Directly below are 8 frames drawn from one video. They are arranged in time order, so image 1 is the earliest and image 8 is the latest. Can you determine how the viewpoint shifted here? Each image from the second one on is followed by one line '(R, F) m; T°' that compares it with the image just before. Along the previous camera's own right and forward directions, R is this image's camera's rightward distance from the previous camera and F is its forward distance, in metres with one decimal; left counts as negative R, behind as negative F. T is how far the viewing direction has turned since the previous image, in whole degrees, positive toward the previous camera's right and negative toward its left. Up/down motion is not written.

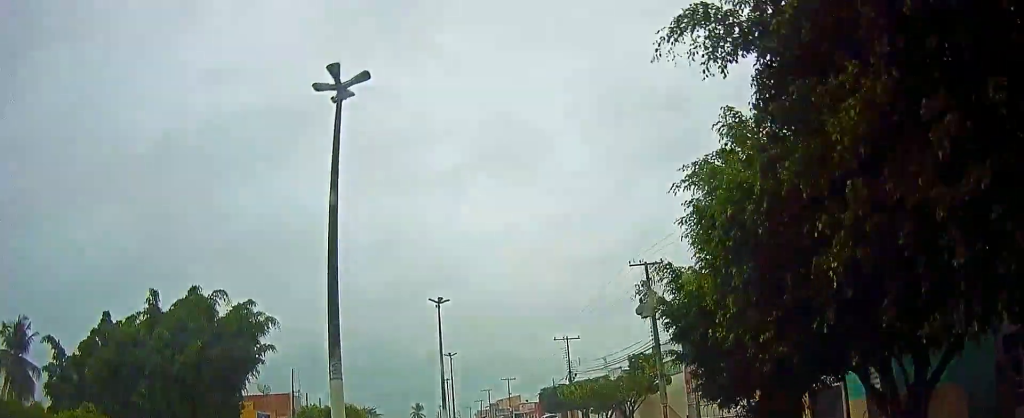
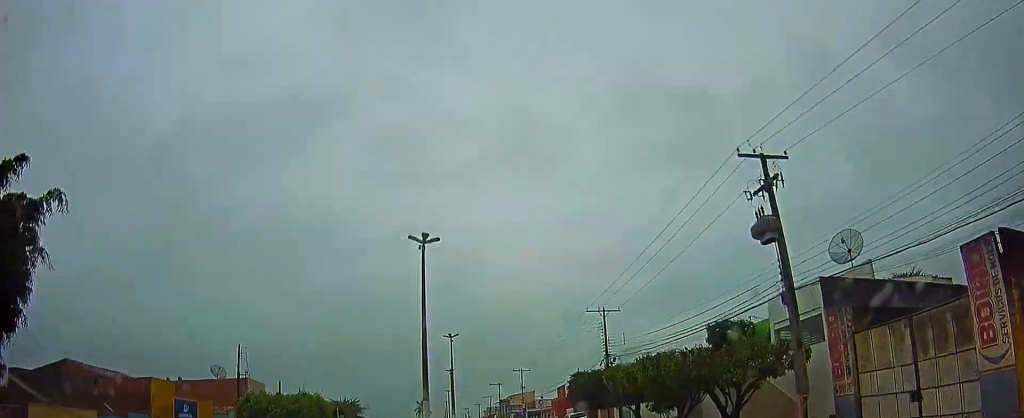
(-0.2, +13.9) m; -2°
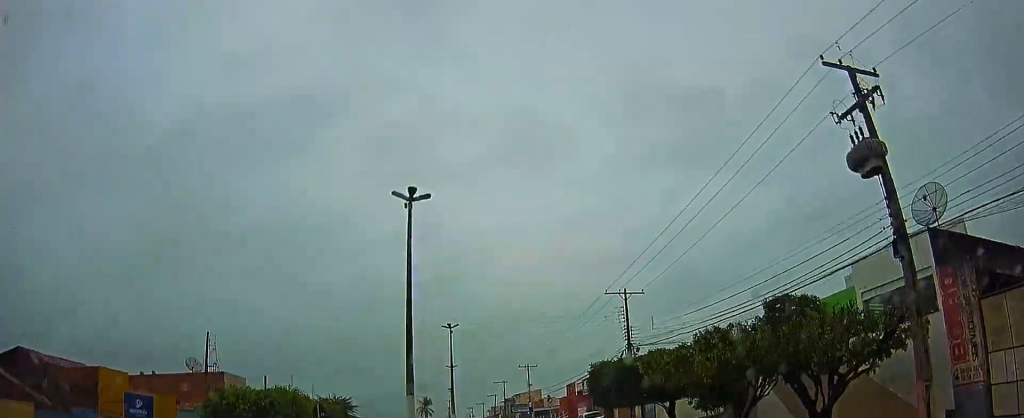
(-0.1, +5.6) m; -1°
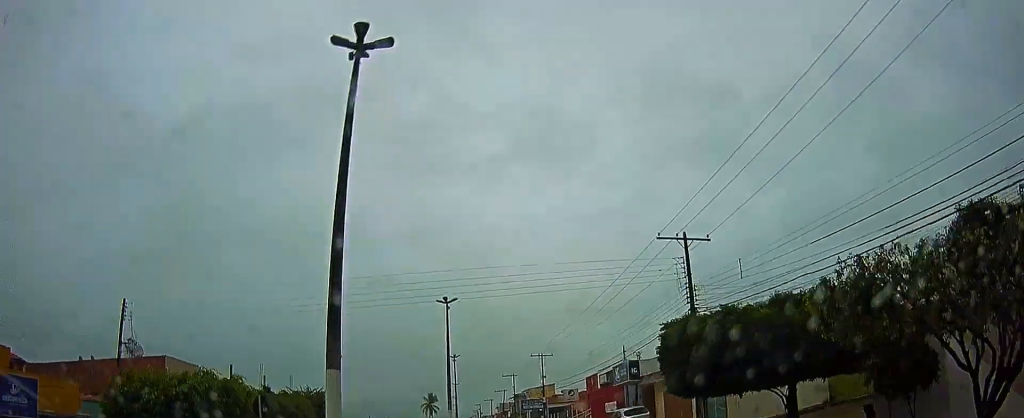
(-0.1, +10.4) m; -1°
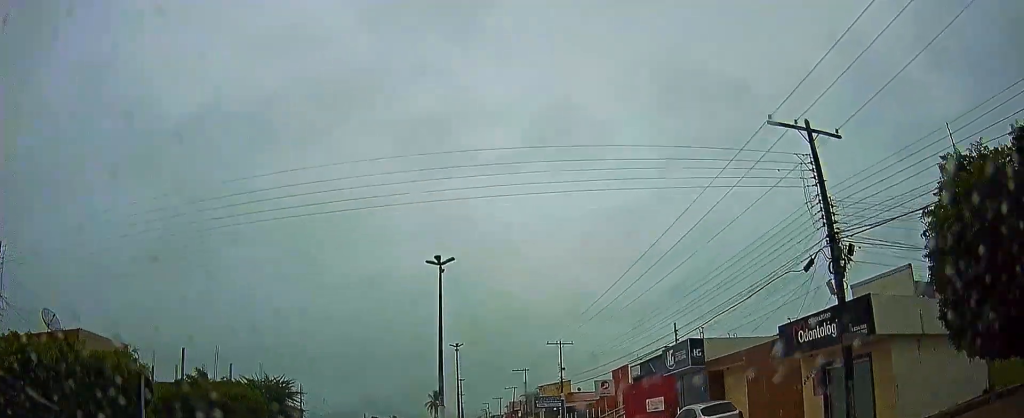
(0.0, +10.5) m; -1°
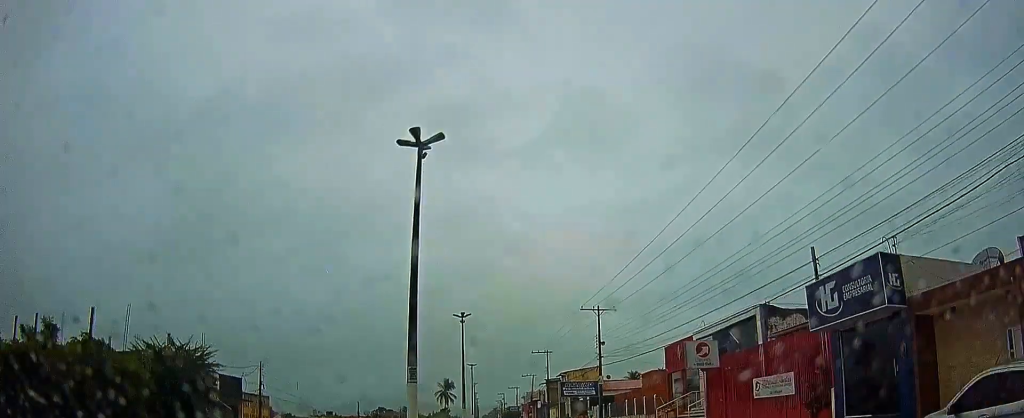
(0.0, +13.4) m; -2°
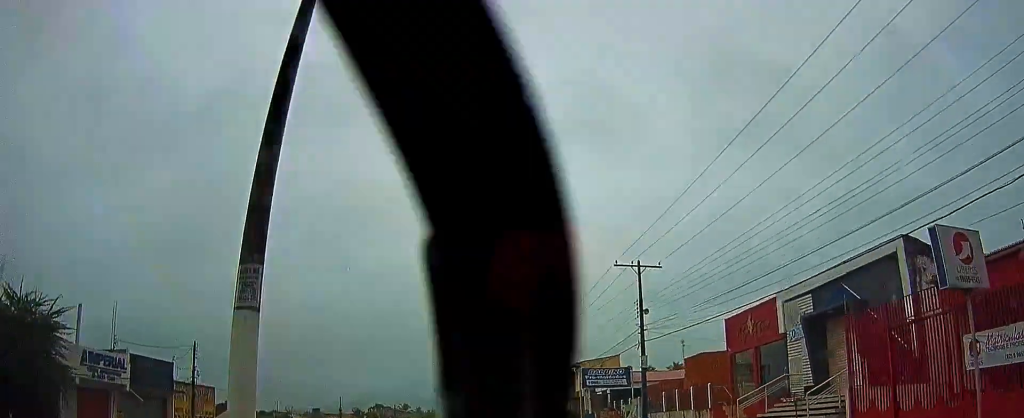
(-0.4, +11.1) m; -2°
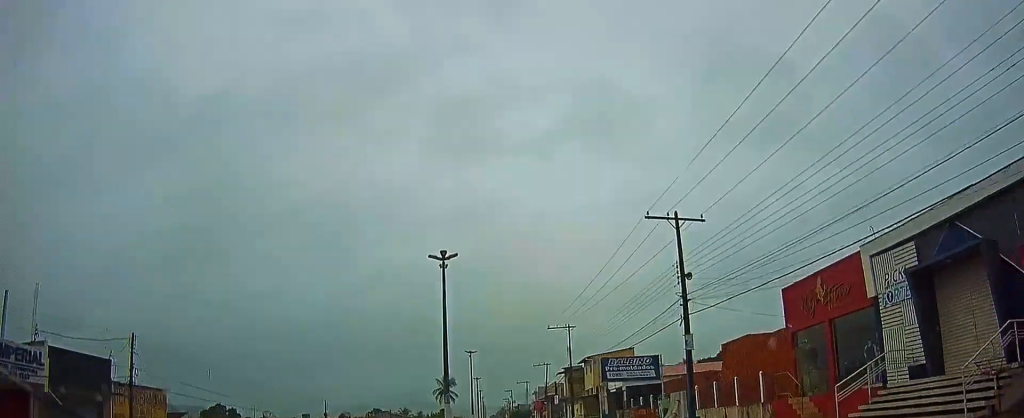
(0.0, +6.9) m; 0°
